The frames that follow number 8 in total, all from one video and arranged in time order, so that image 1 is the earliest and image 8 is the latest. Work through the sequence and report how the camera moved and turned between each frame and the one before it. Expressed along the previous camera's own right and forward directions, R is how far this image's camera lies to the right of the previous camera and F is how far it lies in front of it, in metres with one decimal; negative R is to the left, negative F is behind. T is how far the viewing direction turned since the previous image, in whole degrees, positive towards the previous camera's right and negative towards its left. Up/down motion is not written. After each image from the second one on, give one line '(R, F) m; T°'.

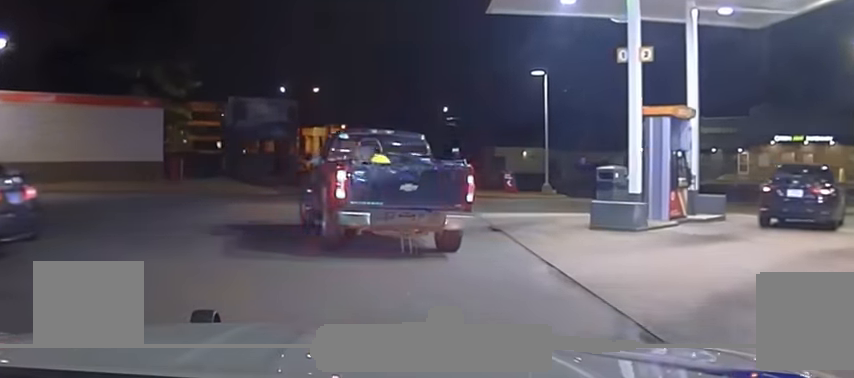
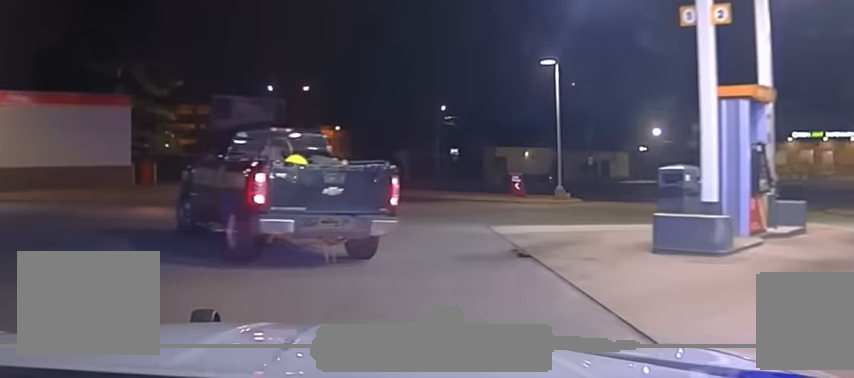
(+0.2, +4.6) m; 0°
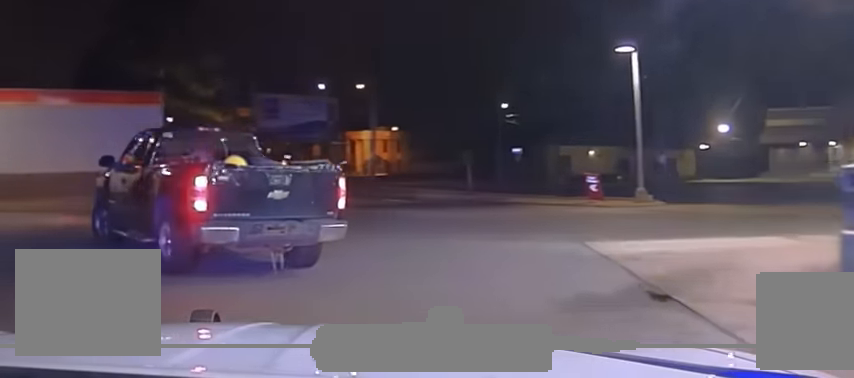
(-0.1, +4.1) m; -2°
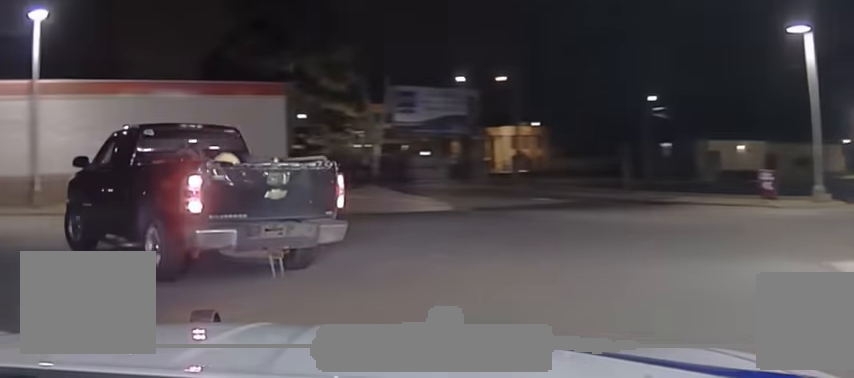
(-0.1, +4.0) m; -7°
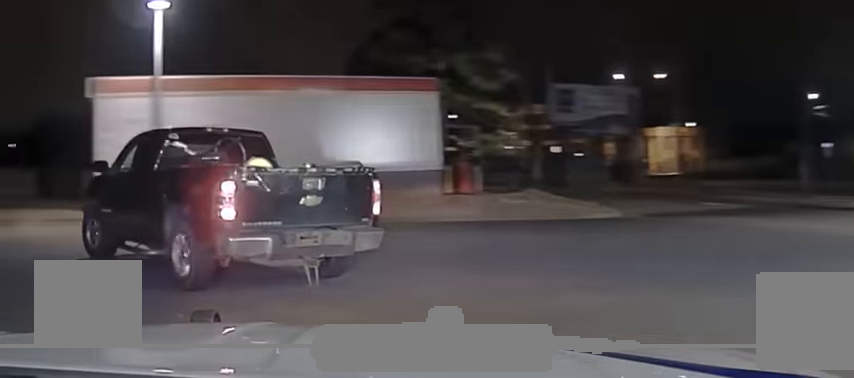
(0.0, +3.0) m; -9°
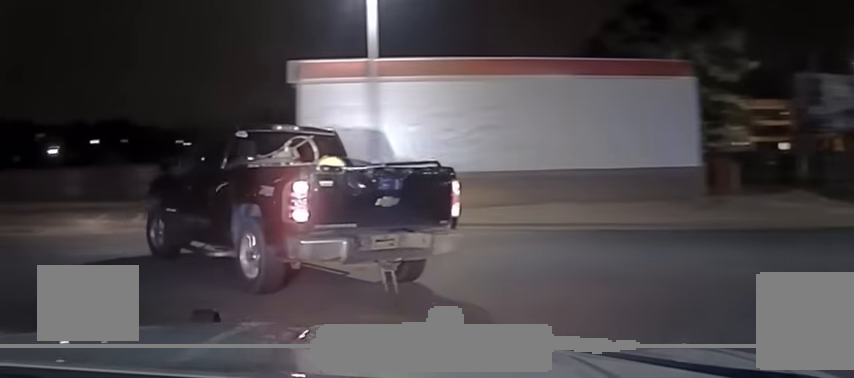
(-0.6, +3.7) m; -16°
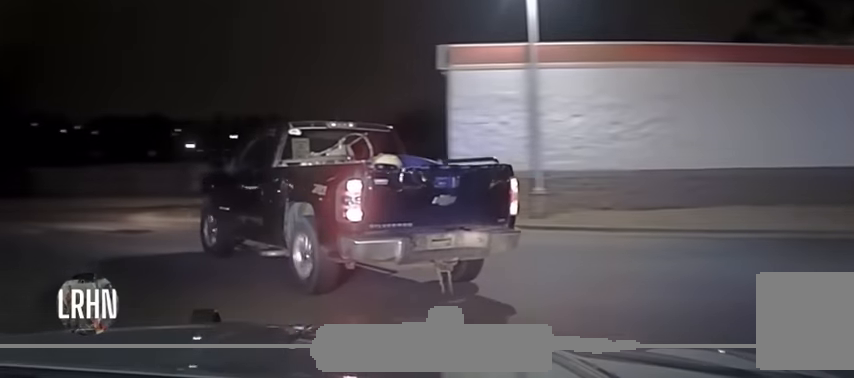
(-0.2, +2.5) m; -12°
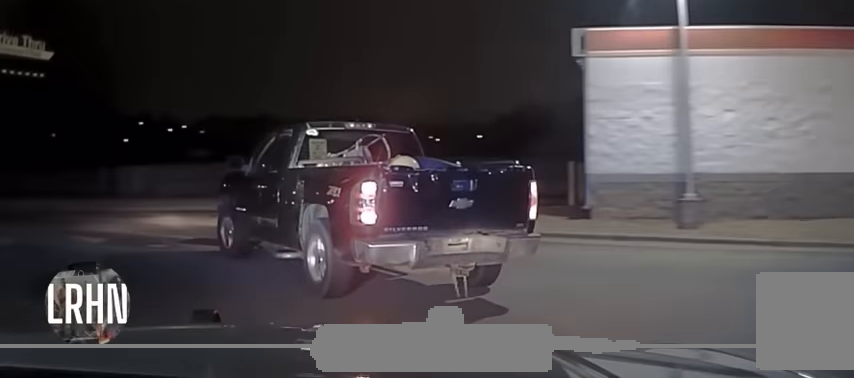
(-0.3, +2.7) m; -11°
